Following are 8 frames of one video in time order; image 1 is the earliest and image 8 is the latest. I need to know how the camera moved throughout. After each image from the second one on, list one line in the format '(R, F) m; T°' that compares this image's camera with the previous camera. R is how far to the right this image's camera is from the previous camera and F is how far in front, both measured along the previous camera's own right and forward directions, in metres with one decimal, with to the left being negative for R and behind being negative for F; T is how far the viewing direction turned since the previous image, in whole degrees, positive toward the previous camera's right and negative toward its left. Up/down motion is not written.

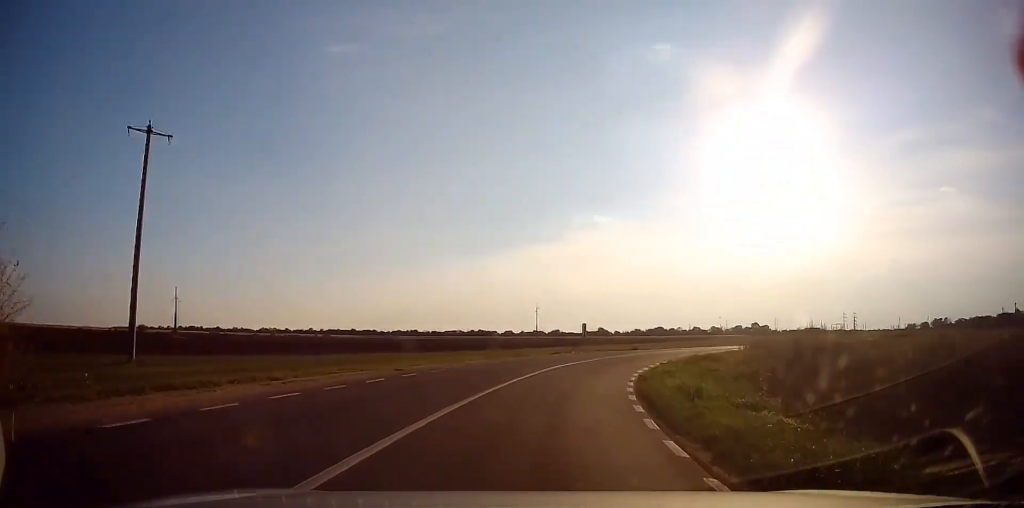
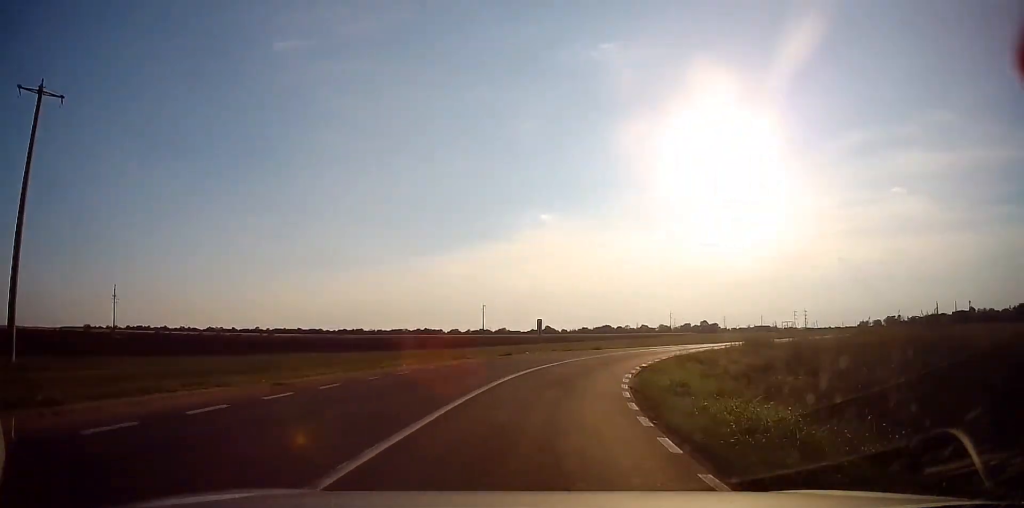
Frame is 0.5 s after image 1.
(-0.2, +5.6) m; +6°
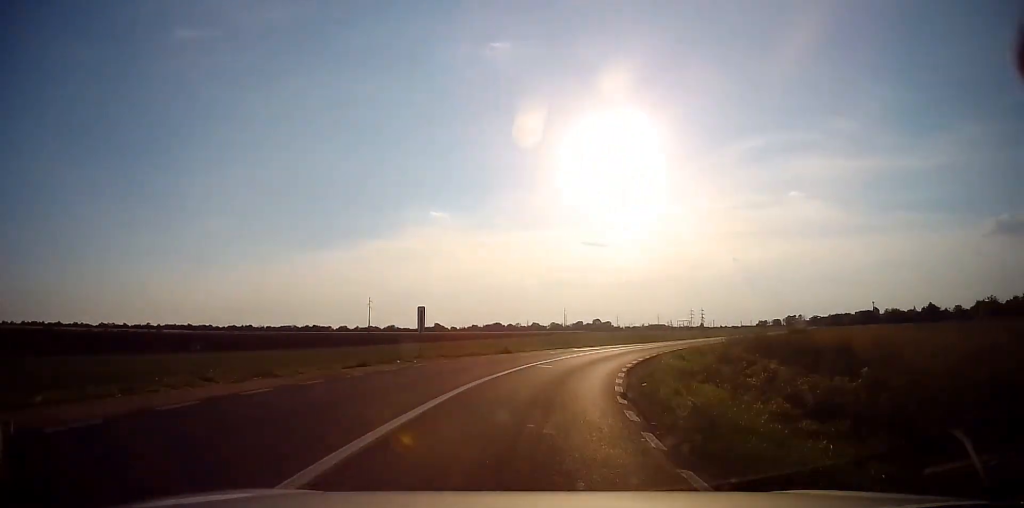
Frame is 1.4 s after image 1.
(+1.6, +11.4) m; +13°
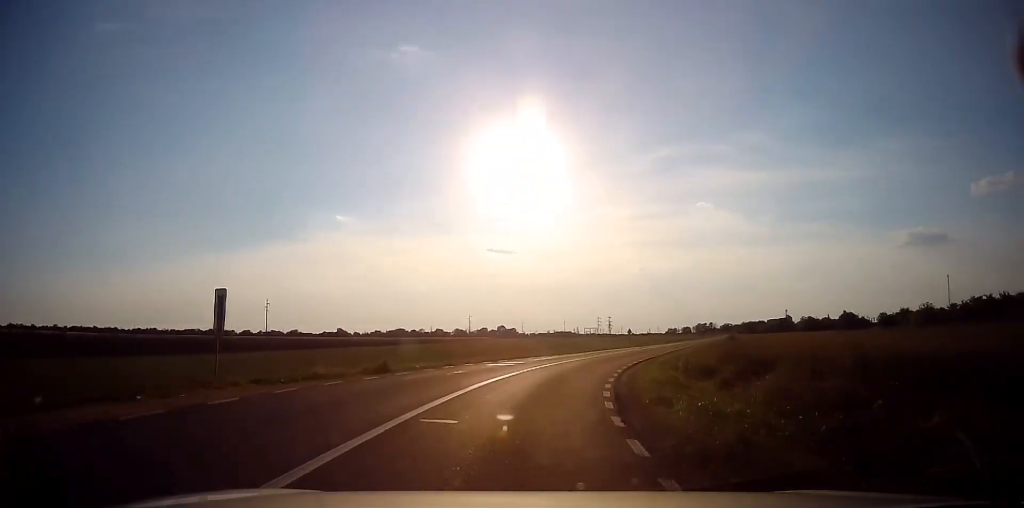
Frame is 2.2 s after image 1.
(+1.1, +10.2) m; +9°
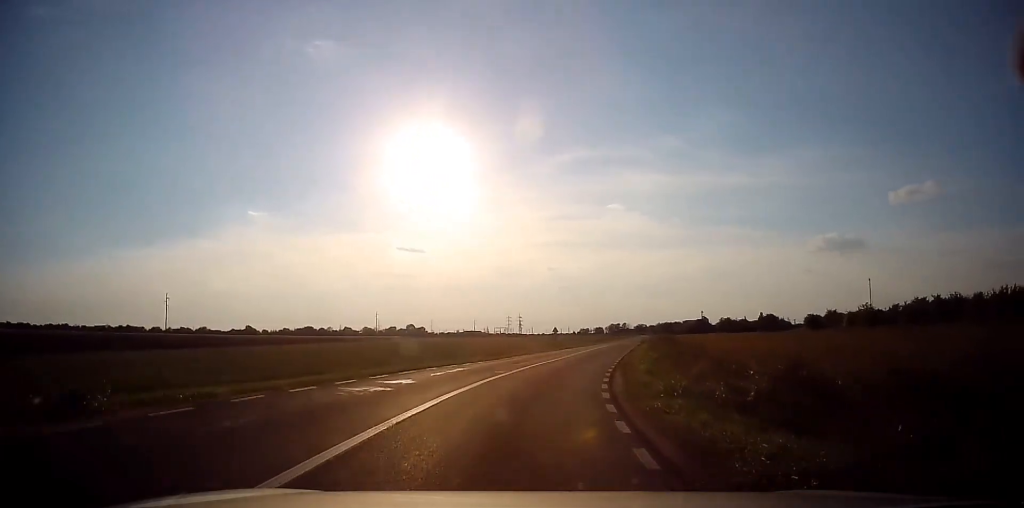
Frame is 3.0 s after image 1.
(+0.9, +10.9) m; +8°
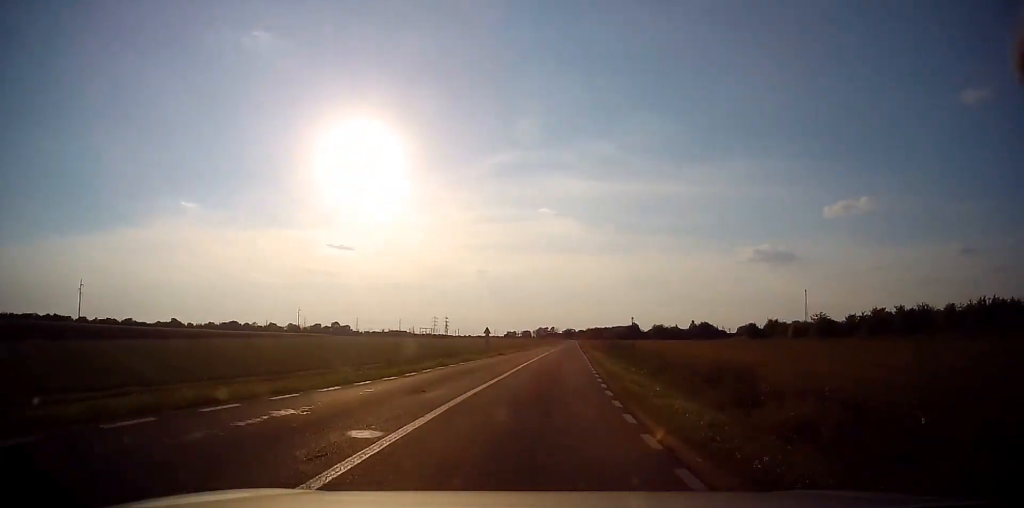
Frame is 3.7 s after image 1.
(+0.6, +10.9) m; +7°
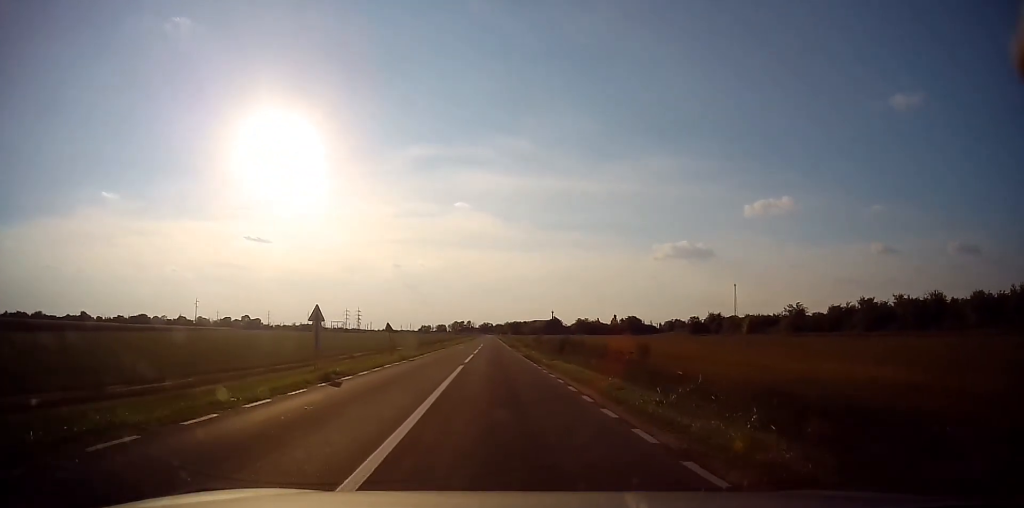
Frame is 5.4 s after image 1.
(+3.1, +25.6) m; +9°
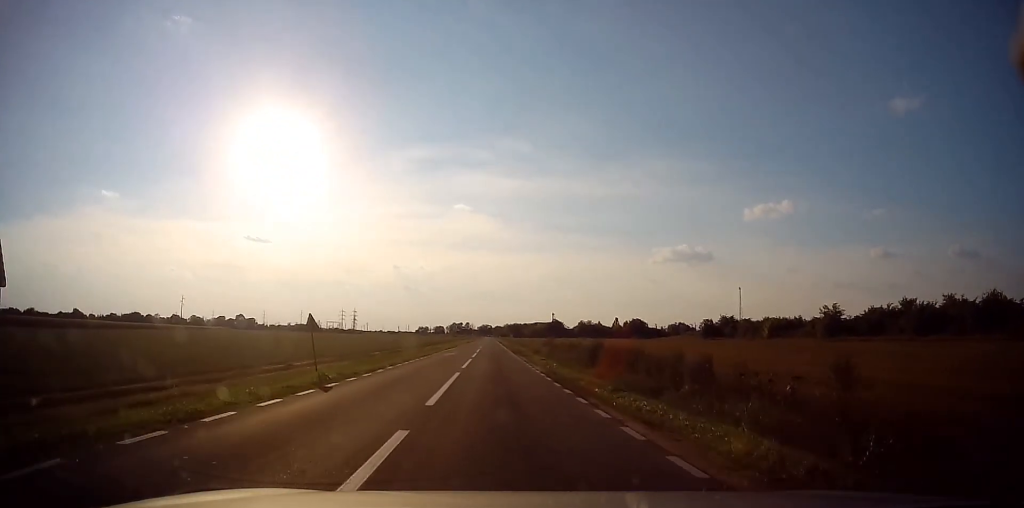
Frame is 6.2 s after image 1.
(-0.2, +13.7) m; +1°
